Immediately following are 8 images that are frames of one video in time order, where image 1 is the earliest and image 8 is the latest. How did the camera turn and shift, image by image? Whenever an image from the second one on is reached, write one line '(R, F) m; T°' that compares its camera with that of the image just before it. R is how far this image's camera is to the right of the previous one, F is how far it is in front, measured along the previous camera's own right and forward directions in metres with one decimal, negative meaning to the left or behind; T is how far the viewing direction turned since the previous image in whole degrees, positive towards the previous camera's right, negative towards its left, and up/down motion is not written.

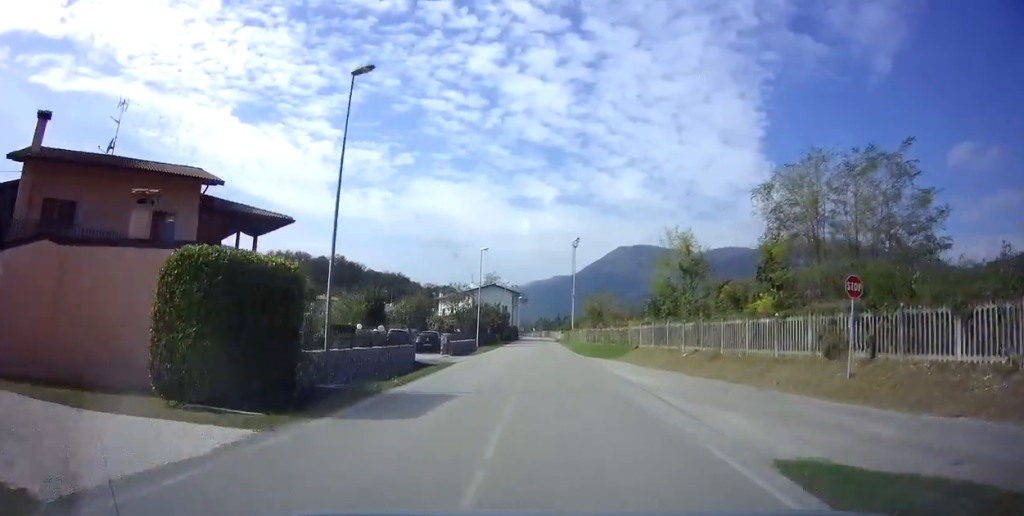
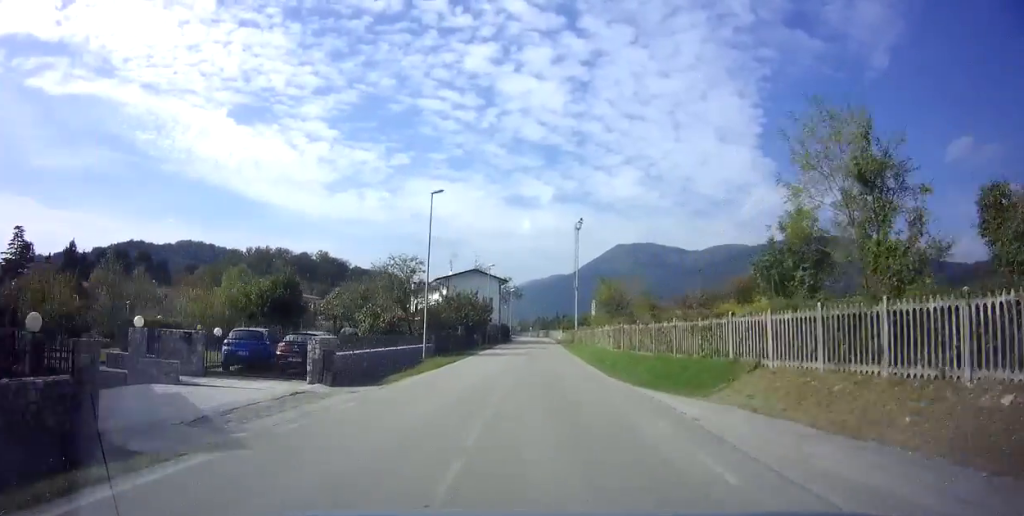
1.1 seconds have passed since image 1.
(+0.1, +18.8) m; 0°
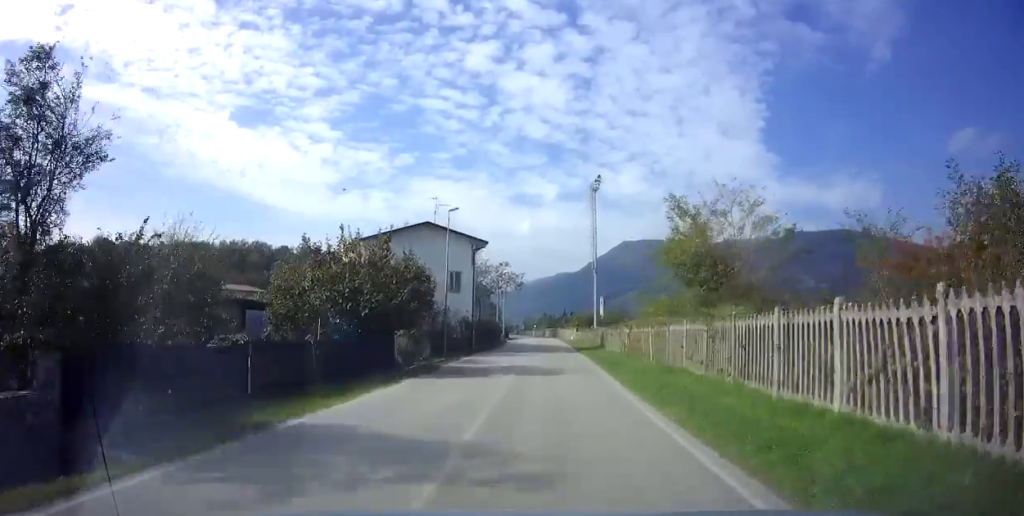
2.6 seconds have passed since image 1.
(-0.4, +26.9) m; -1°
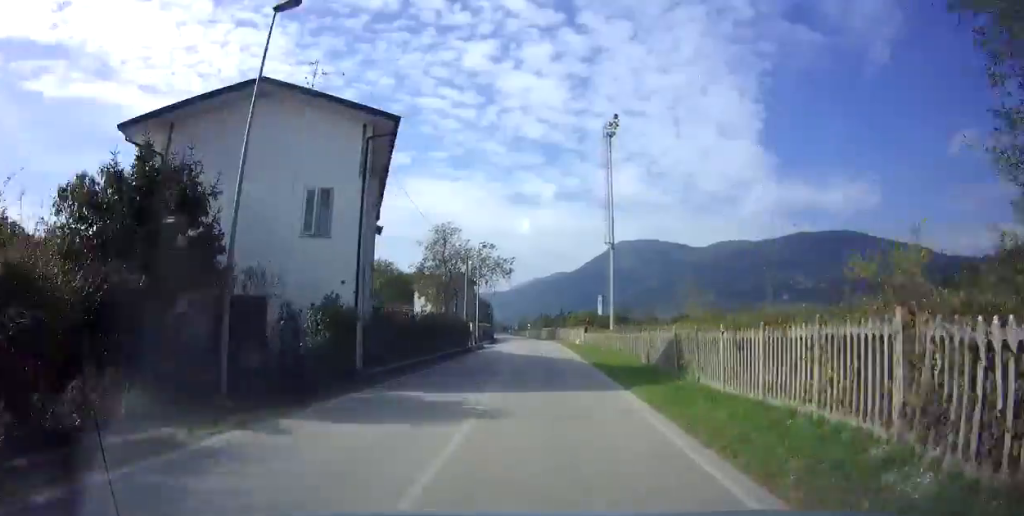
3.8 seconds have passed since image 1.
(+0.1, +20.9) m; +1°
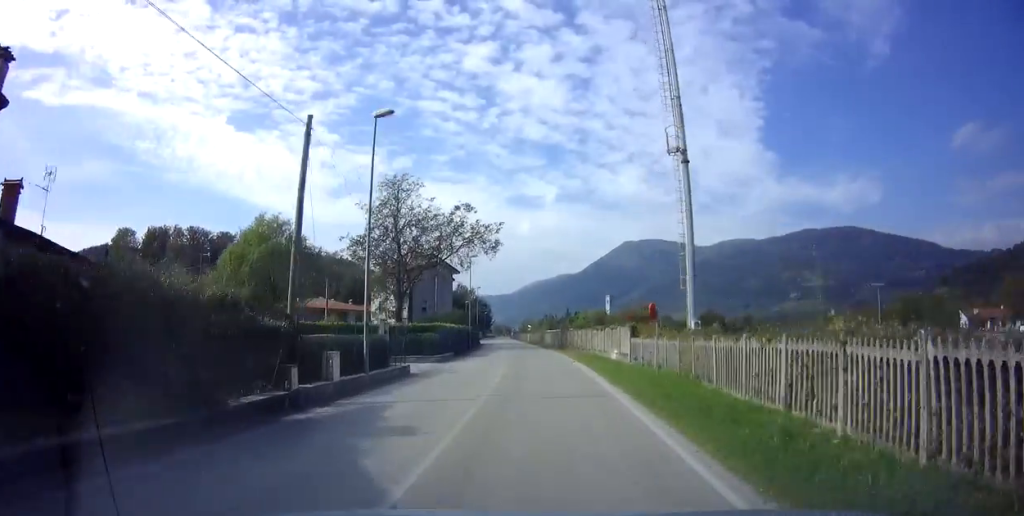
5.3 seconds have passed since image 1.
(-0.1, +26.0) m; -2°
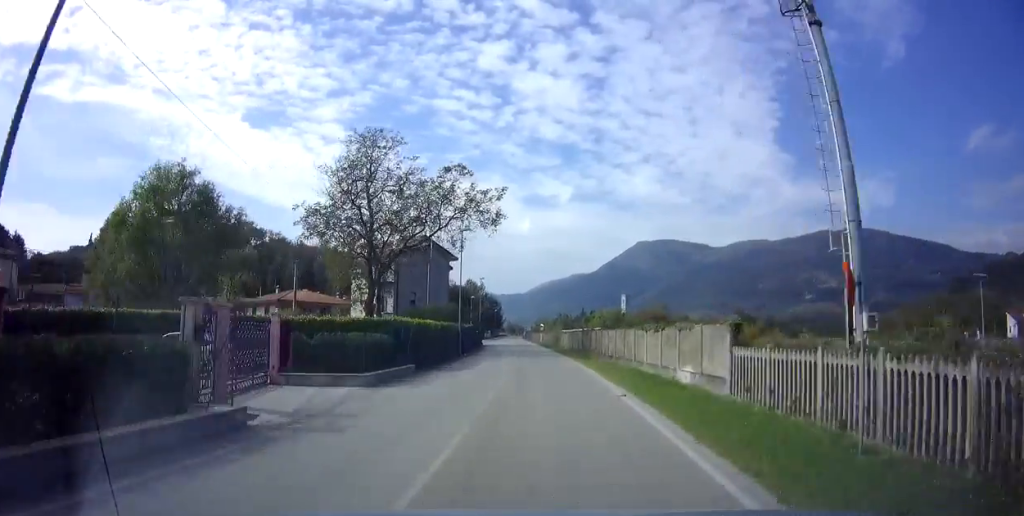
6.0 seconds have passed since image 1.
(-0.2, +12.7) m; -1°
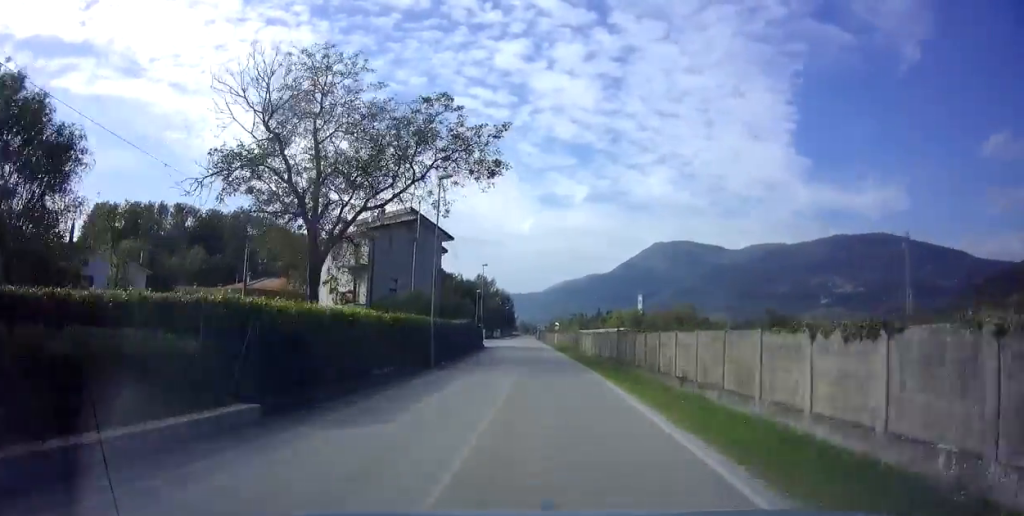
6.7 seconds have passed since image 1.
(0.0, +12.2) m; 0°
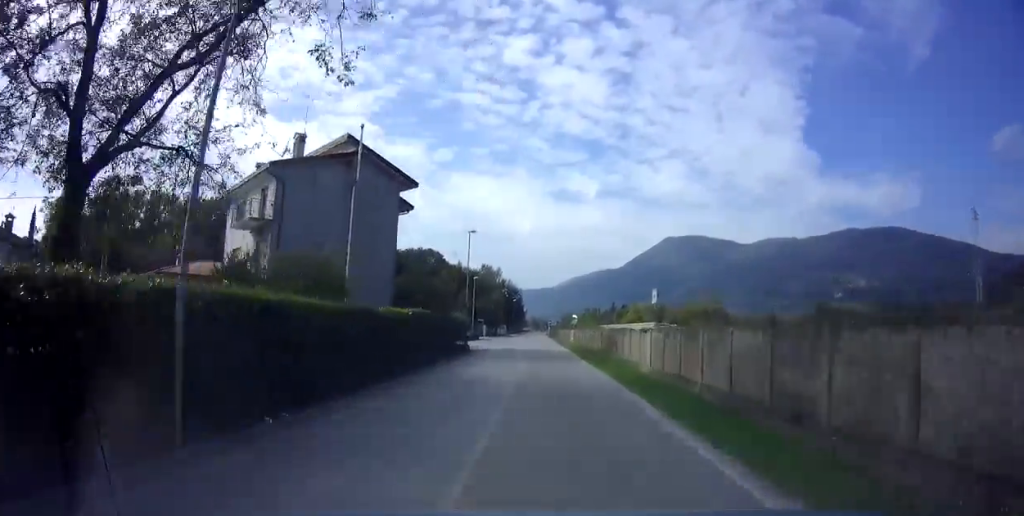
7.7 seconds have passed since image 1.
(-0.1, +16.8) m; -1°
